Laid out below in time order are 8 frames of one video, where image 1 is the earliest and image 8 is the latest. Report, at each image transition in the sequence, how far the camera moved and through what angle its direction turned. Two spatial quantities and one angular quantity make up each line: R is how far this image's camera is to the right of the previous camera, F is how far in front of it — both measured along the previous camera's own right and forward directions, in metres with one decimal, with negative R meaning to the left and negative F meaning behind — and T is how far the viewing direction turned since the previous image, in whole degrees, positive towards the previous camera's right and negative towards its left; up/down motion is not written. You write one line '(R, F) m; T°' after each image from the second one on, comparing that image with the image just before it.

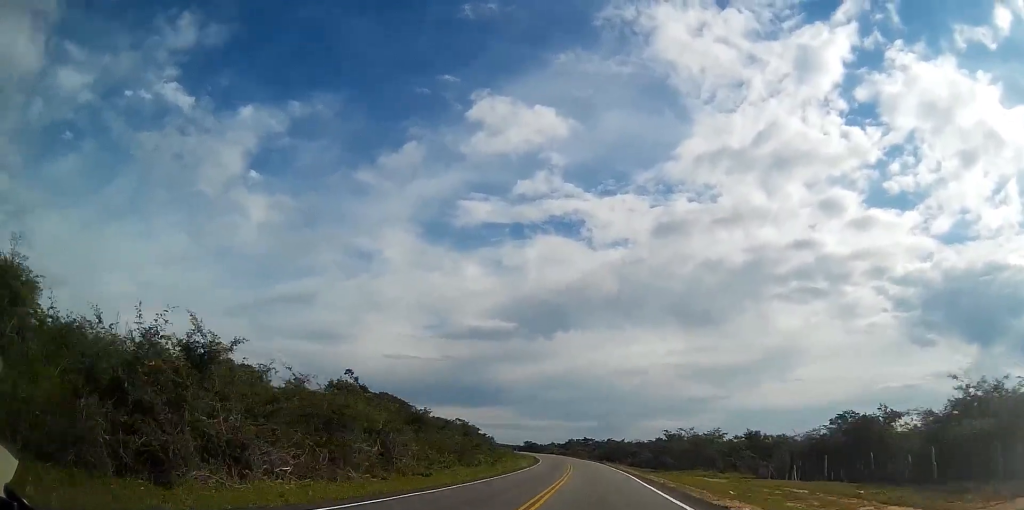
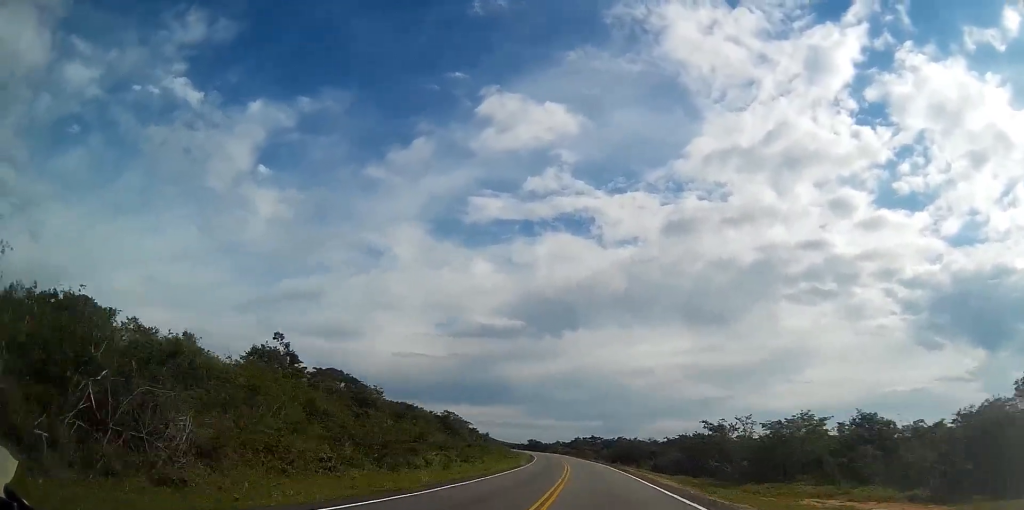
(-0.1, +20.8) m; 0°
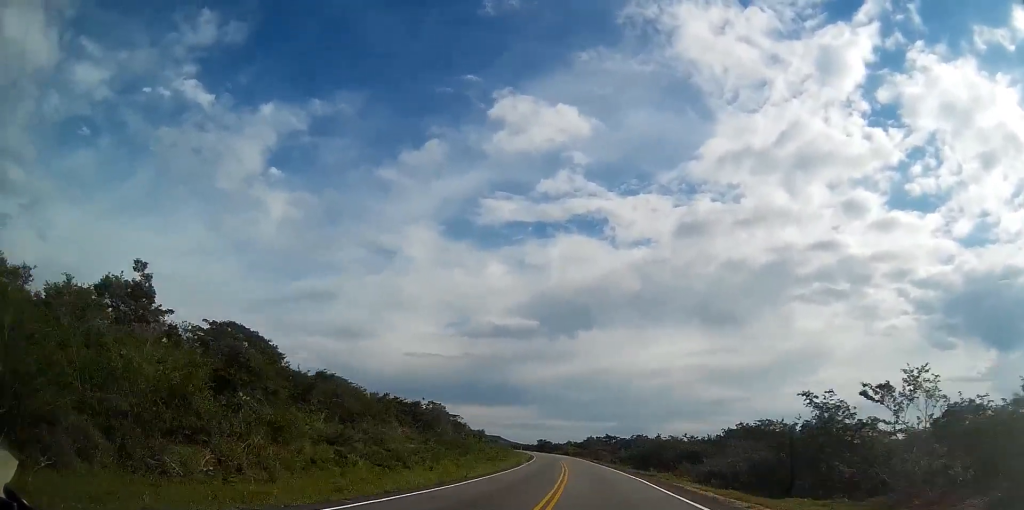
(-0.1, +27.2) m; 0°
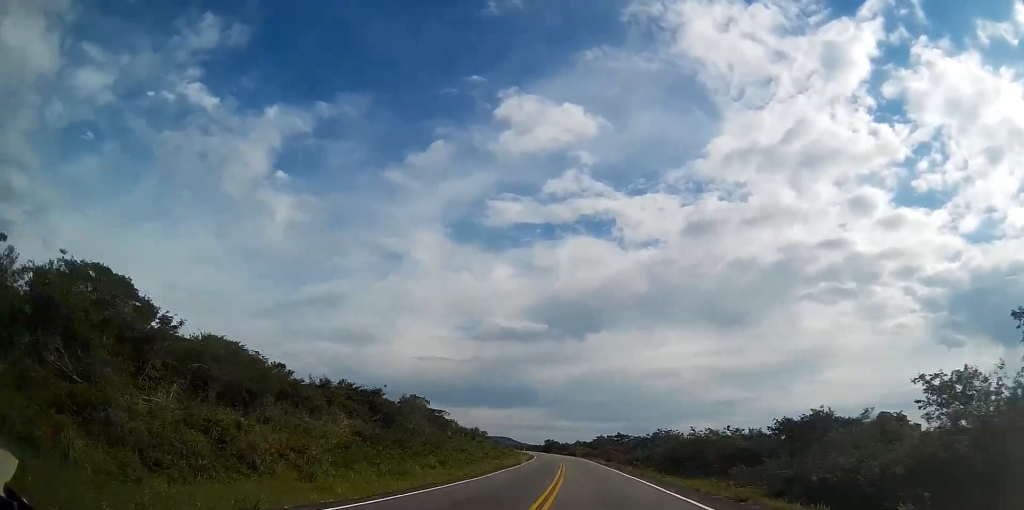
(0.0, +17.6) m; -1°
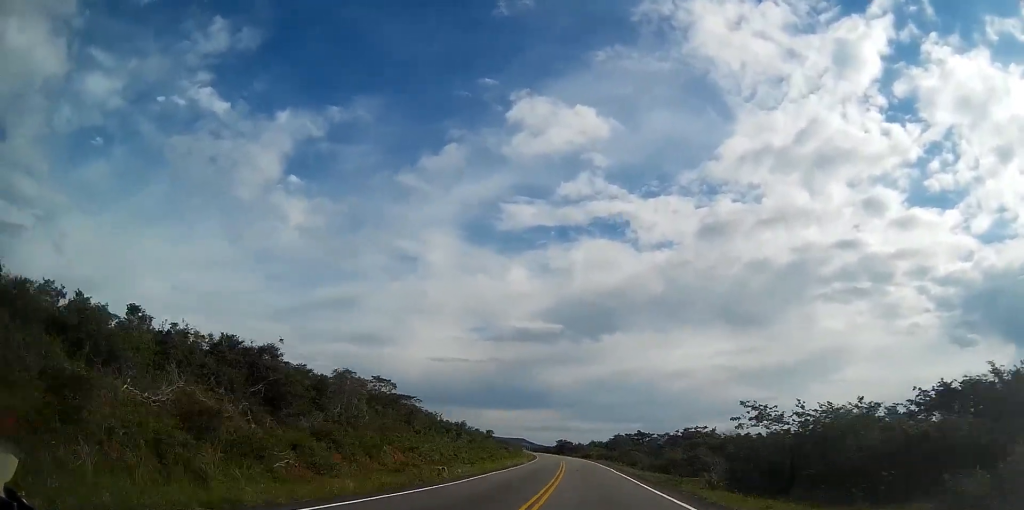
(+0.3, +25.7) m; -1°
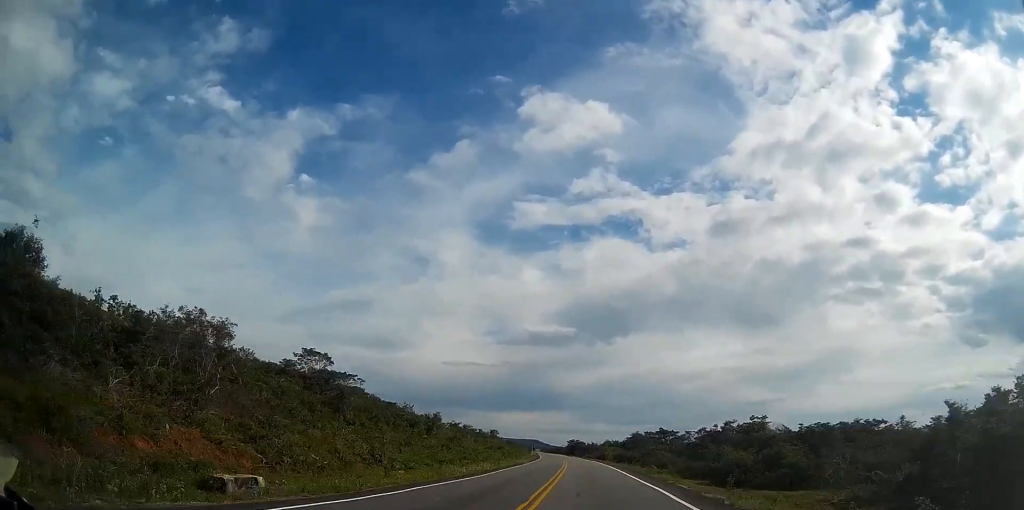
(-0.8, +24.1) m; -1°
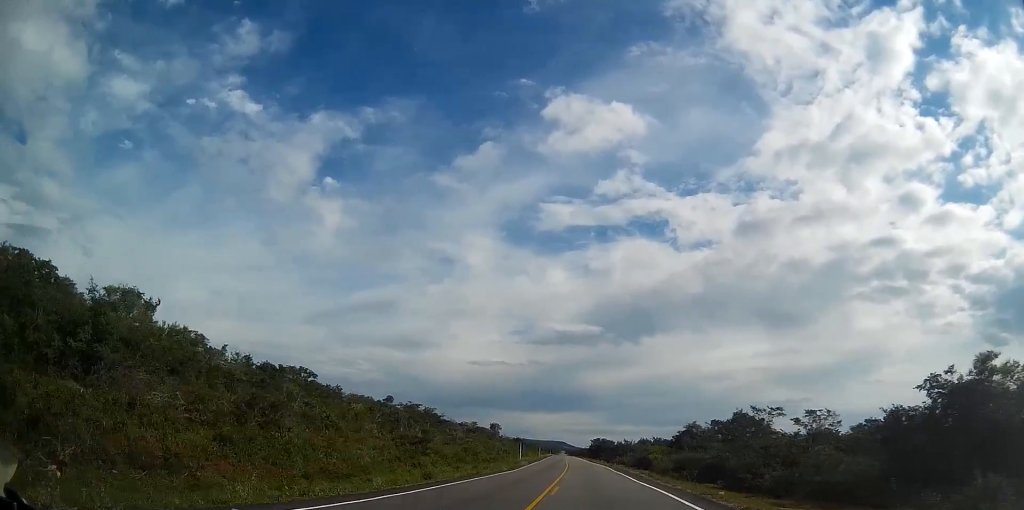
(-1.3, +56.4) m; -3°
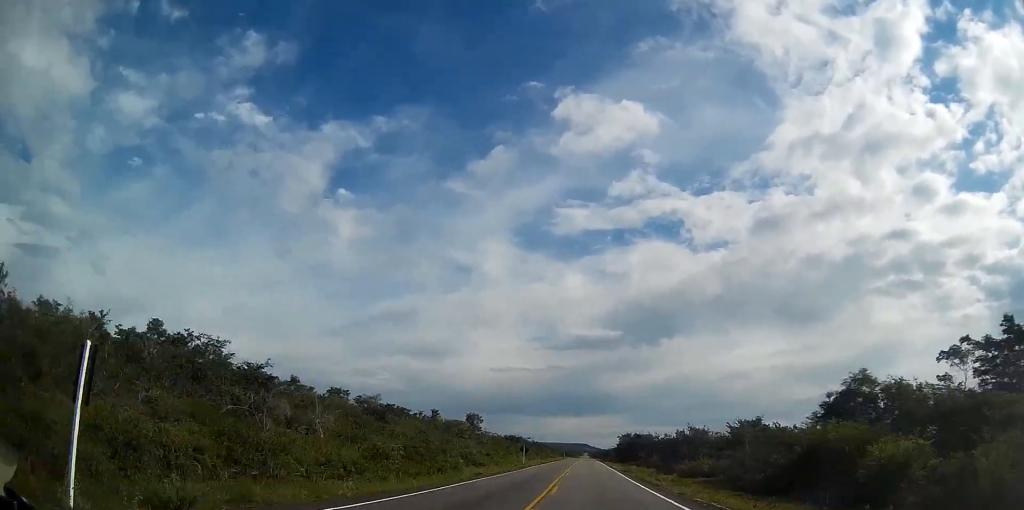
(-1.6, +62.5) m; -2°
